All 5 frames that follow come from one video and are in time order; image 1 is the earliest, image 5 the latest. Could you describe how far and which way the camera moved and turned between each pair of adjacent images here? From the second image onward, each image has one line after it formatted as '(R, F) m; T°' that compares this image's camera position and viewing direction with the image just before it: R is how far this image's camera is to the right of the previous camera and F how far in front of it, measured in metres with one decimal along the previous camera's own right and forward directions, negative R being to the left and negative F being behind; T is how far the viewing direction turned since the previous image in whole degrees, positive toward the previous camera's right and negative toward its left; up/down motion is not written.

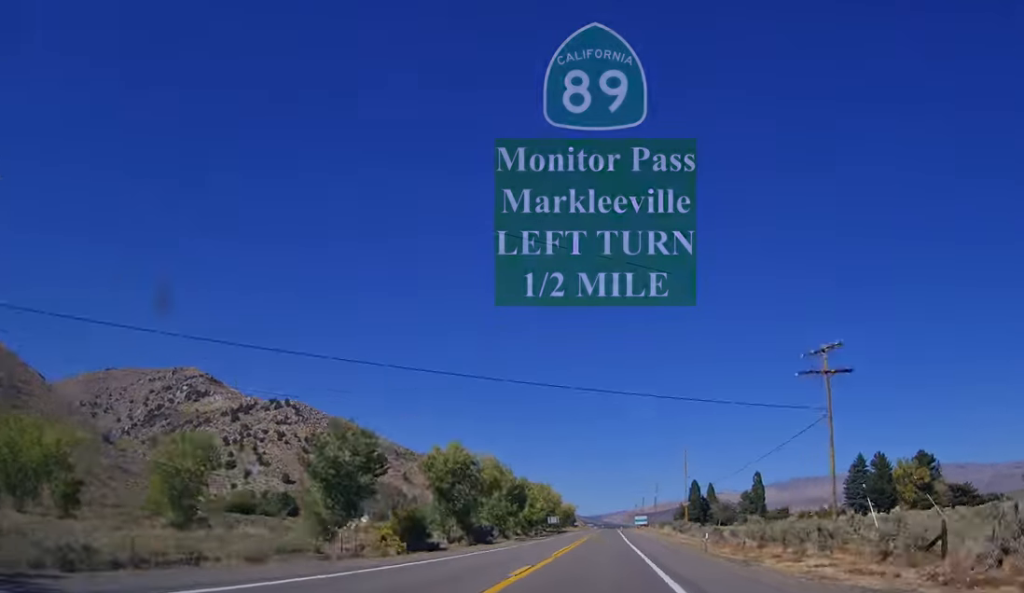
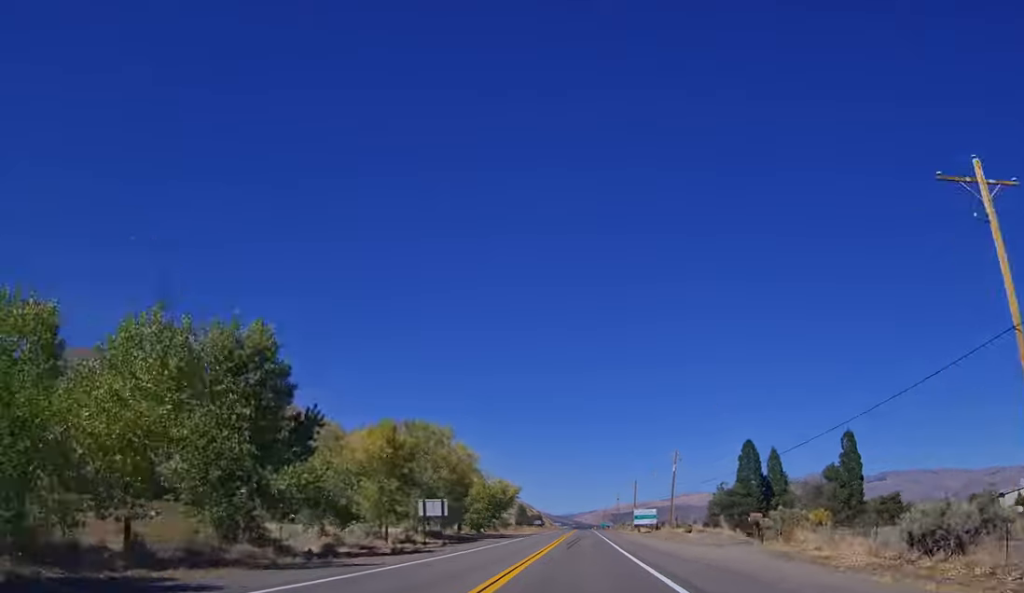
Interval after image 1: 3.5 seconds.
(+3.5, +86.6) m; +3°
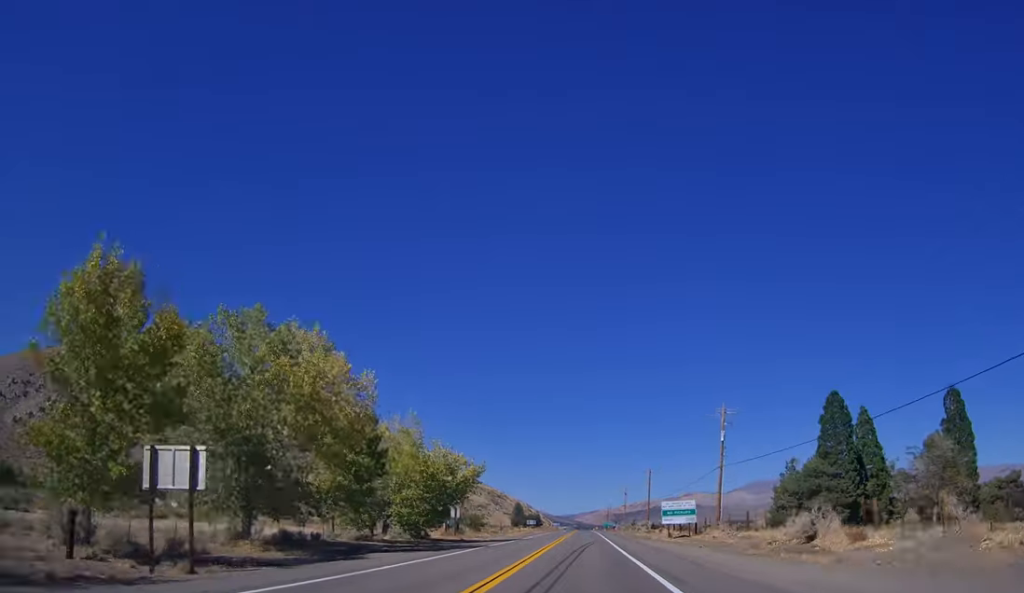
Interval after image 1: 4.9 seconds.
(-0.4, +32.8) m; 0°
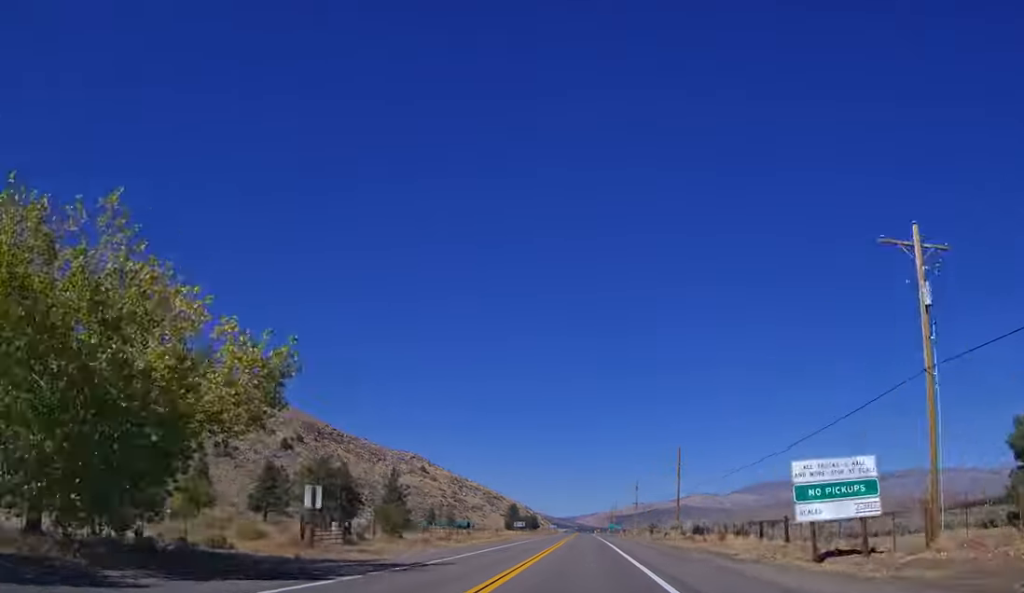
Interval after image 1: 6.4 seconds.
(+0.2, +37.9) m; +1°
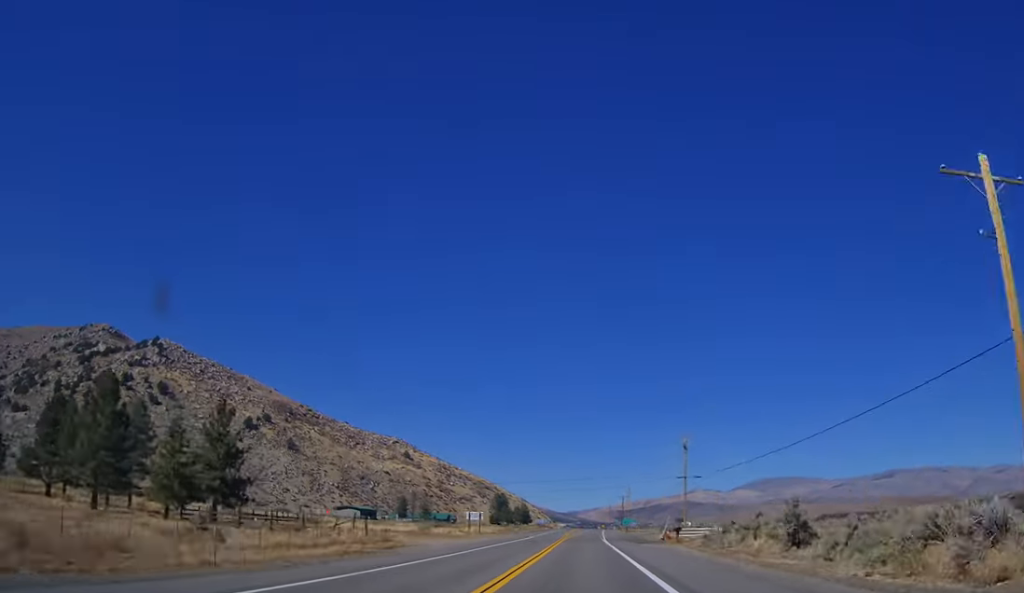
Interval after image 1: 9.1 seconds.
(+1.0, +67.4) m; 0°
